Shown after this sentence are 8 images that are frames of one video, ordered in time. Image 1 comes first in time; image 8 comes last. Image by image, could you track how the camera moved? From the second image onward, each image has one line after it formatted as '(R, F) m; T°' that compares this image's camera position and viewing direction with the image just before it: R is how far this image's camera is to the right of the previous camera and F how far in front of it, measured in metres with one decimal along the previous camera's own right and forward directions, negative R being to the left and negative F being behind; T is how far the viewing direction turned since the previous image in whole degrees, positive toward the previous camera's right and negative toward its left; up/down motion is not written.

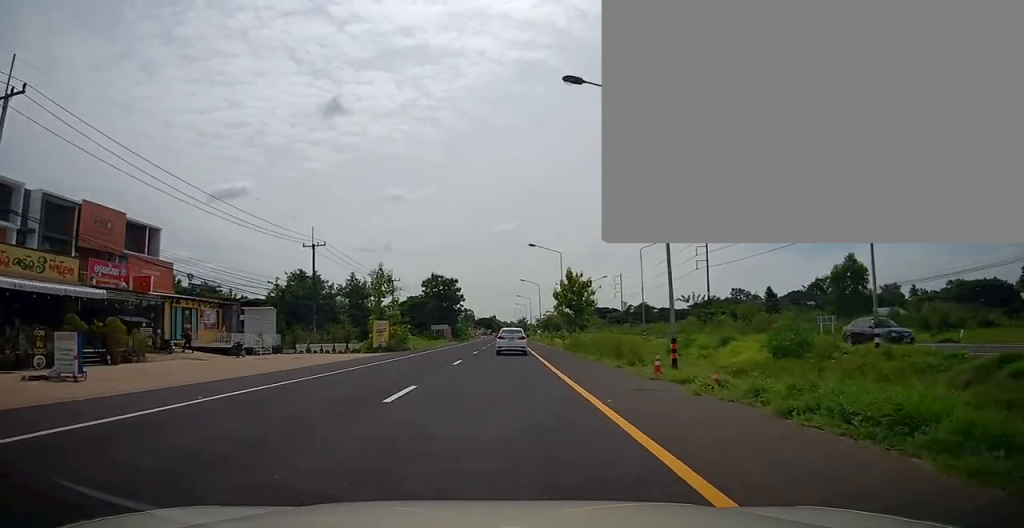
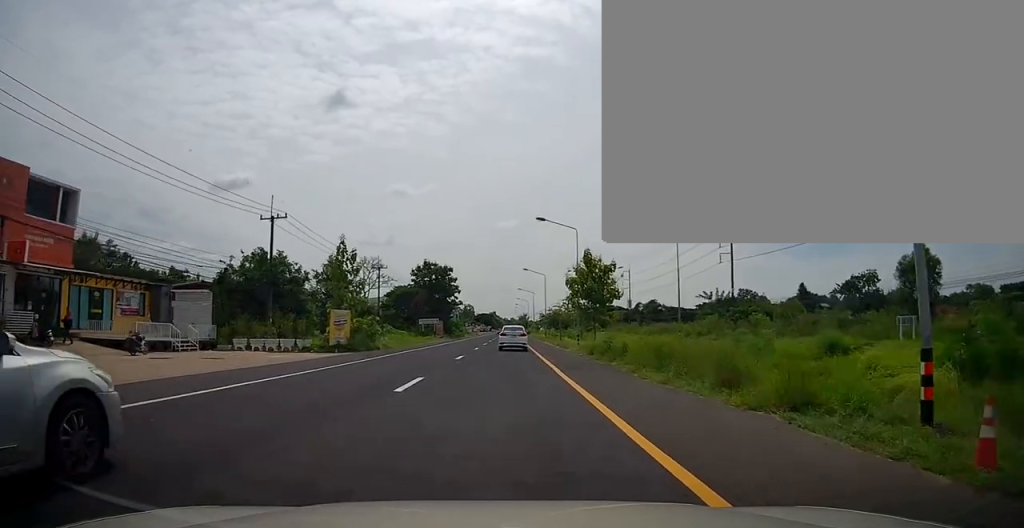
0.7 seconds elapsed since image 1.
(0.0, +11.2) m; 0°
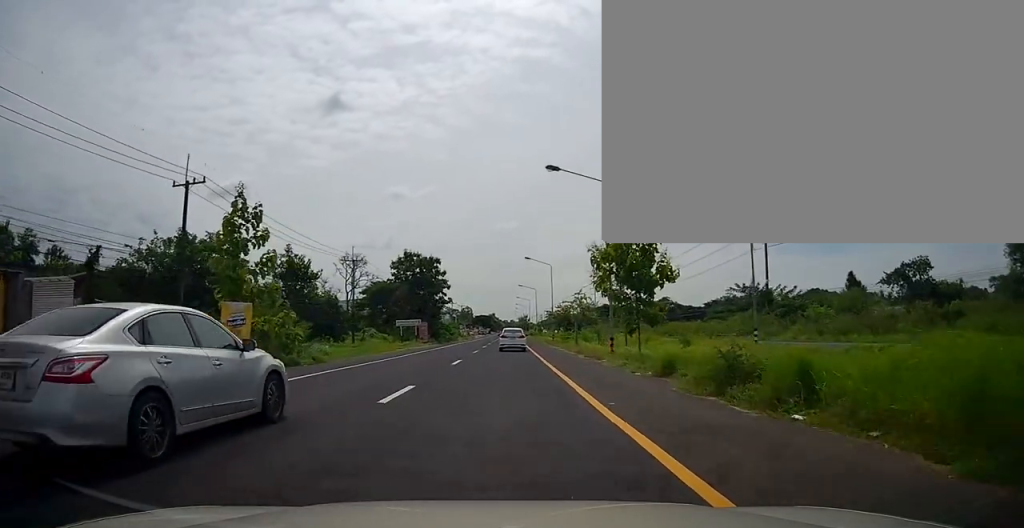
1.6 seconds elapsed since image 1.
(0.0, +13.5) m; 0°
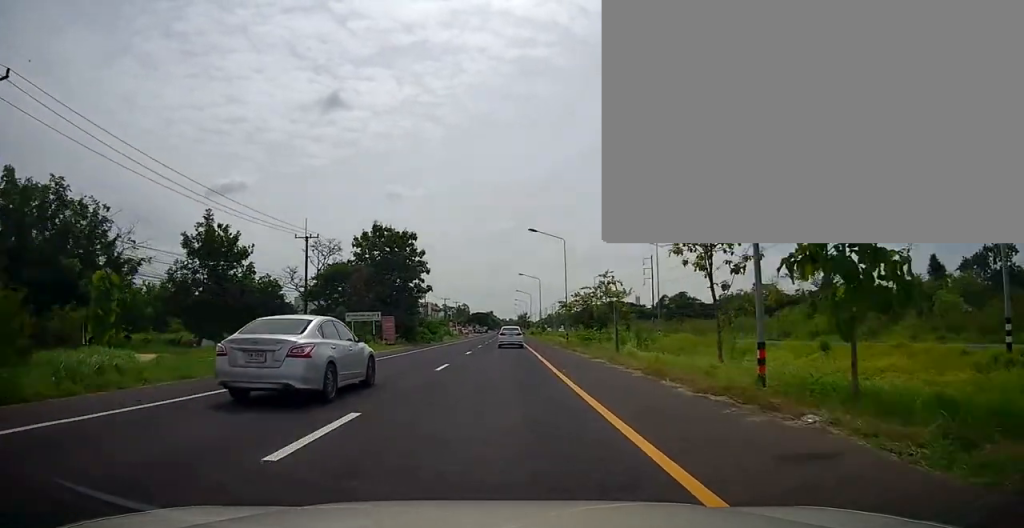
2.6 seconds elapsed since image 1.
(0.0, +16.8) m; 0°
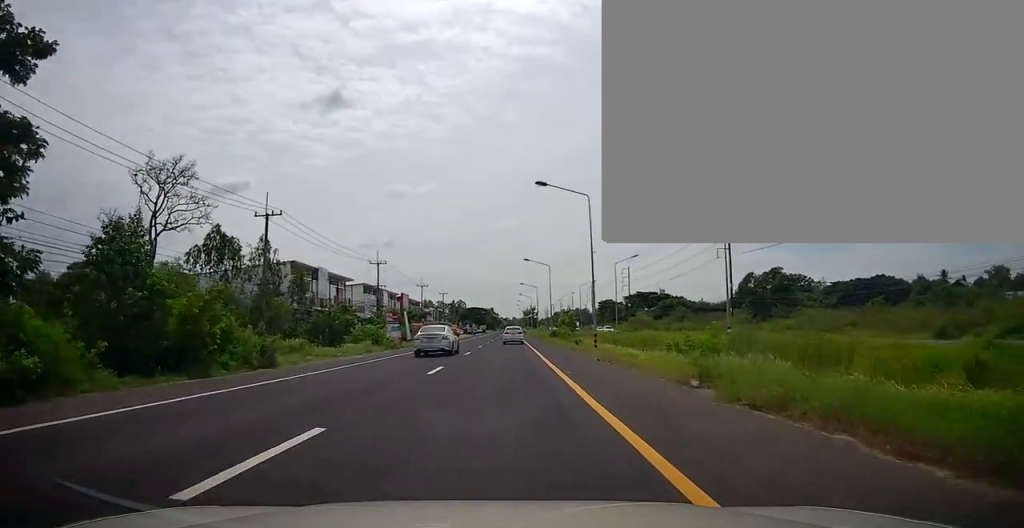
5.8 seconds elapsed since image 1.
(+0.1, +49.8) m; 0°
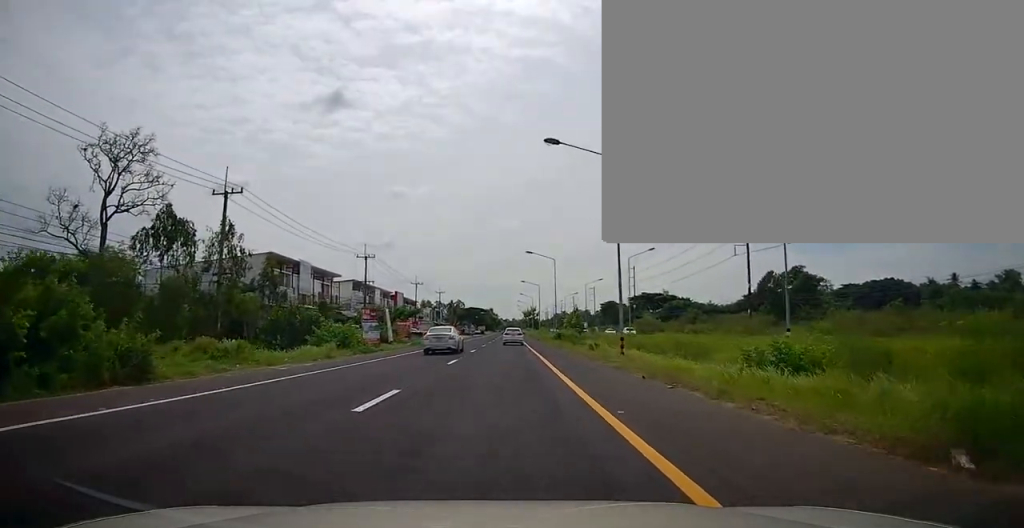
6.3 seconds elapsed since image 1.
(-0.1, +7.4) m; 0°
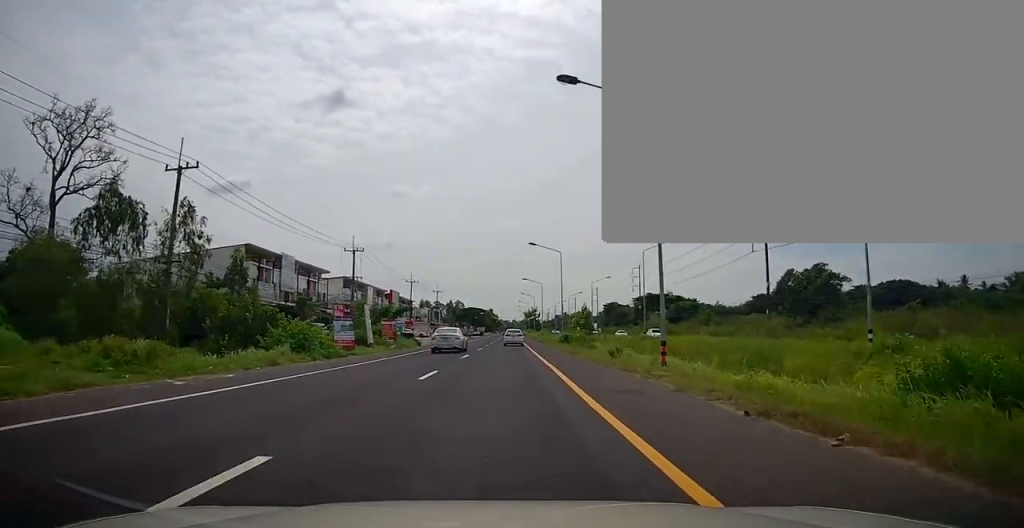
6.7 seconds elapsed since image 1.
(0.0, +6.6) m; 0°
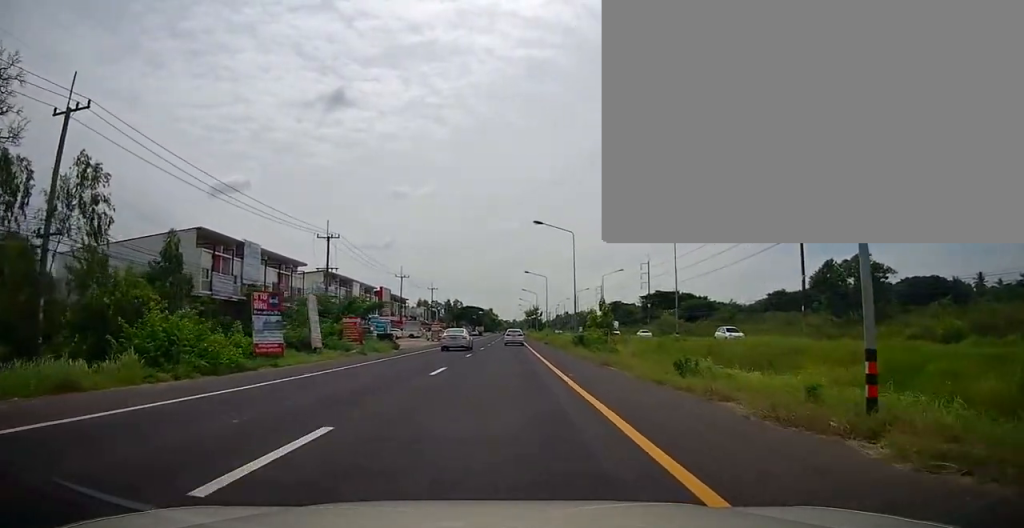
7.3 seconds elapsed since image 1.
(0.0, +10.3) m; 0°
